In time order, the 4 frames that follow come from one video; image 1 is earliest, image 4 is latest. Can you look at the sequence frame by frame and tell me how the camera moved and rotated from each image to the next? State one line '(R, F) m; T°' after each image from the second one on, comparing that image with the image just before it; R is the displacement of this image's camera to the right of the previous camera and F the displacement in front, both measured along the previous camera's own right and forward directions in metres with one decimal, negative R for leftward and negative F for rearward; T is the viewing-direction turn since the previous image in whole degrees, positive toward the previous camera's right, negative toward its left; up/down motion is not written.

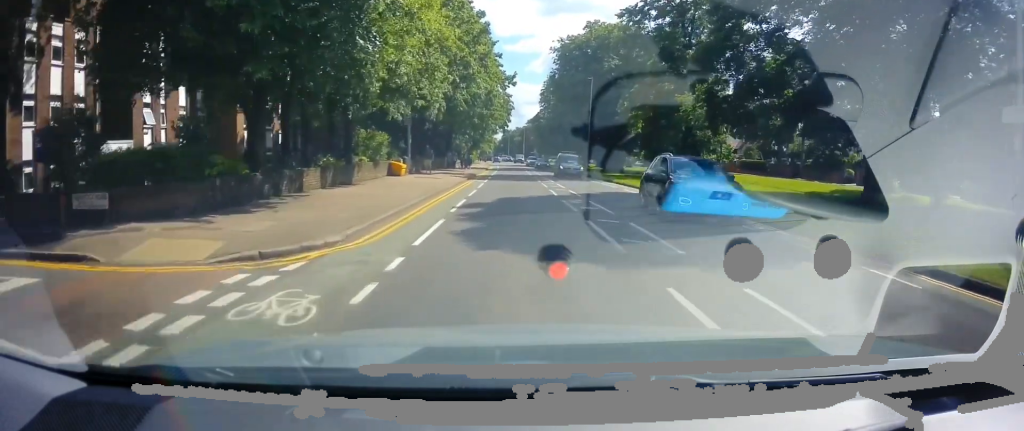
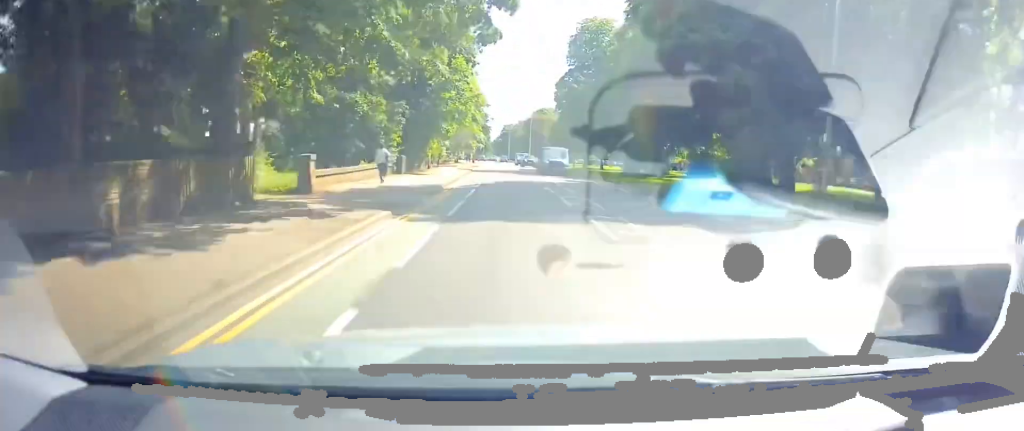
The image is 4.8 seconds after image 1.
(-0.3, +43.7) m; -1°
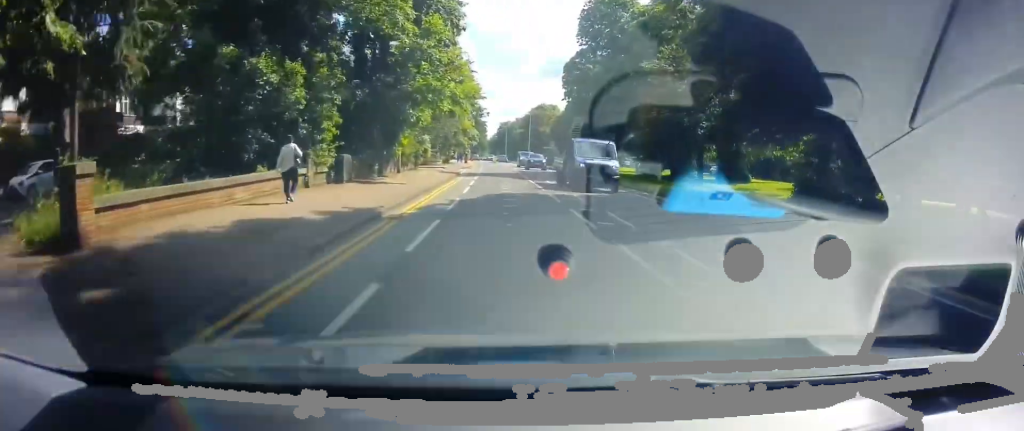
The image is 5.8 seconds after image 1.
(0.0, +10.4) m; 0°
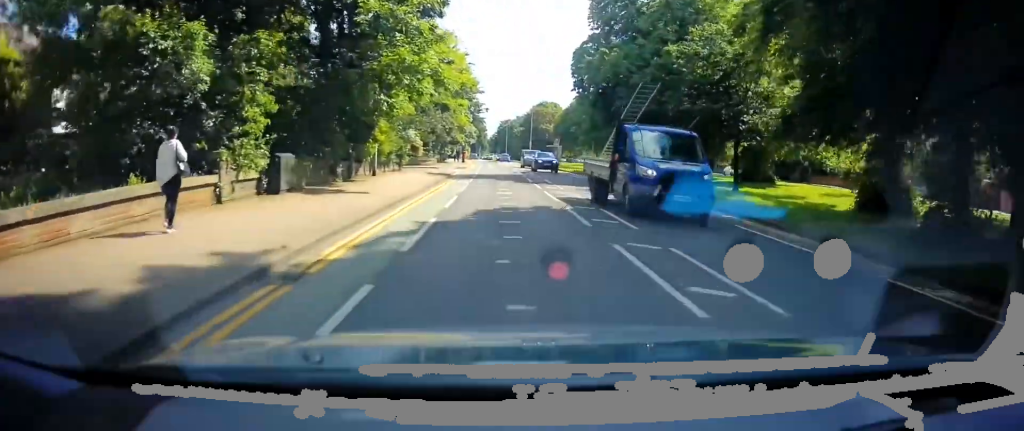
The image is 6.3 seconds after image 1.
(0.0, +5.5) m; +1°
